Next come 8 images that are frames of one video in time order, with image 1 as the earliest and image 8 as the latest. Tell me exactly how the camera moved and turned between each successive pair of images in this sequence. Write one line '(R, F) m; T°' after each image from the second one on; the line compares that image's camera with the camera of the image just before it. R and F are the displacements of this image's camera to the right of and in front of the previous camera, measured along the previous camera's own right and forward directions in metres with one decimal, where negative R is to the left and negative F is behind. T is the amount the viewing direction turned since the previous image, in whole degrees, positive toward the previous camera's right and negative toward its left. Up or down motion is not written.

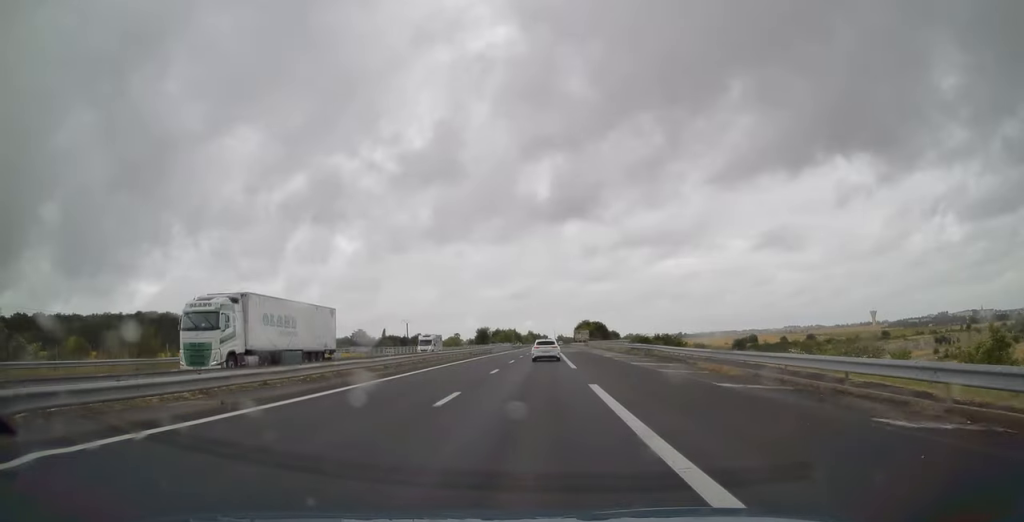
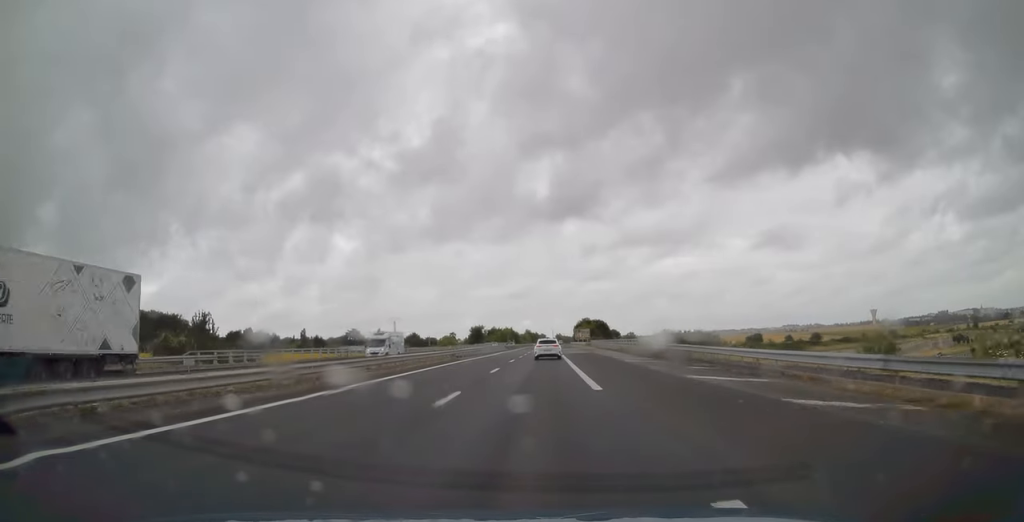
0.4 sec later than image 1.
(0.0, +12.9) m; 0°
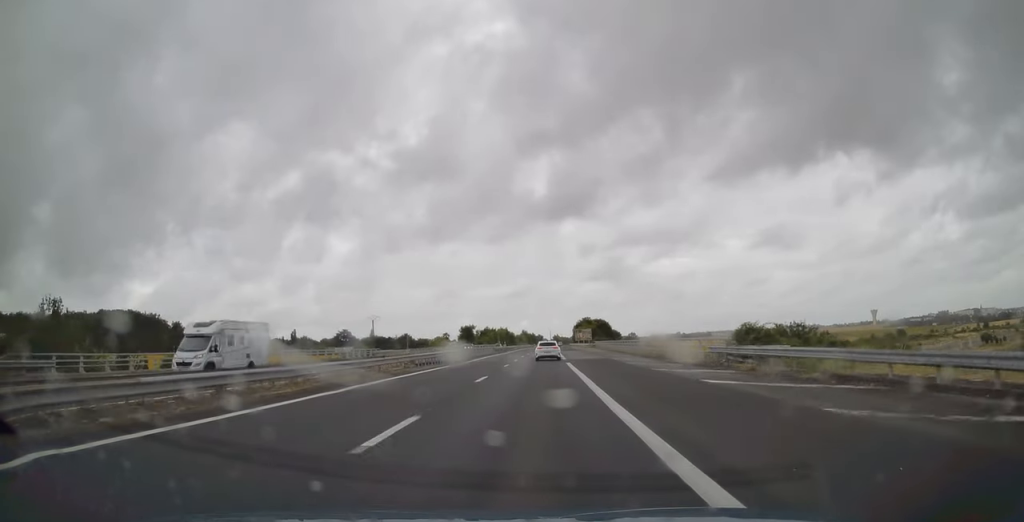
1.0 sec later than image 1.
(0.0, +18.3) m; 0°
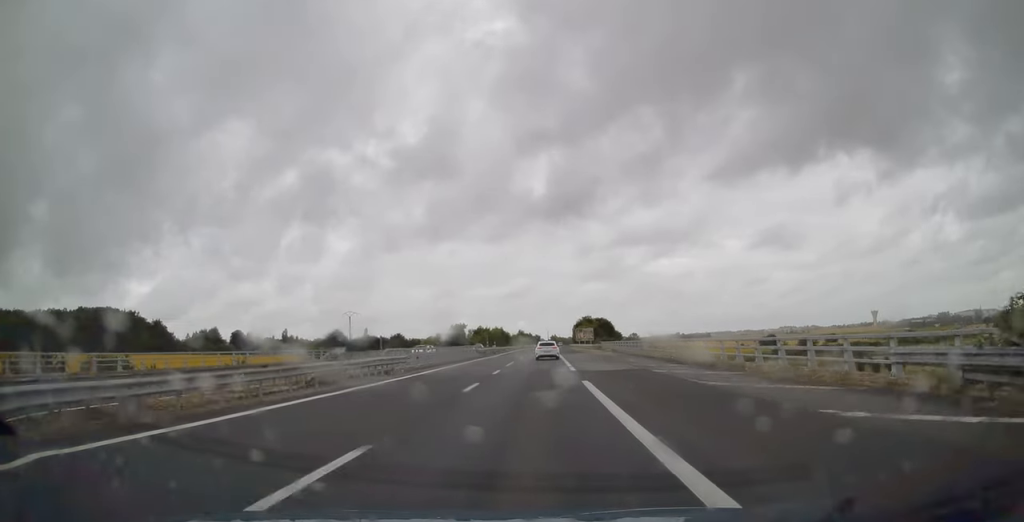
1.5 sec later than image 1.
(0.0, +16.2) m; 0°
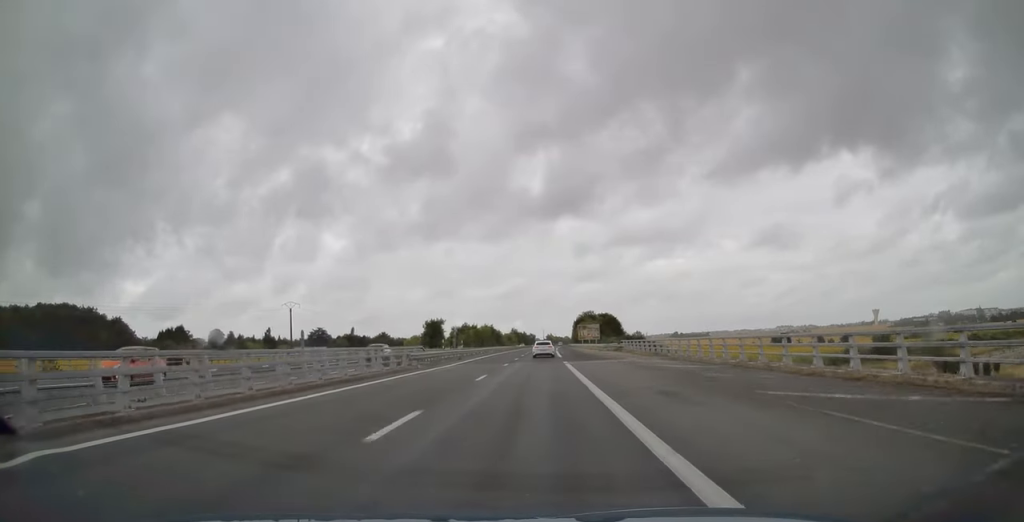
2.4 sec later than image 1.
(+0.1, +29.7) m; 0°
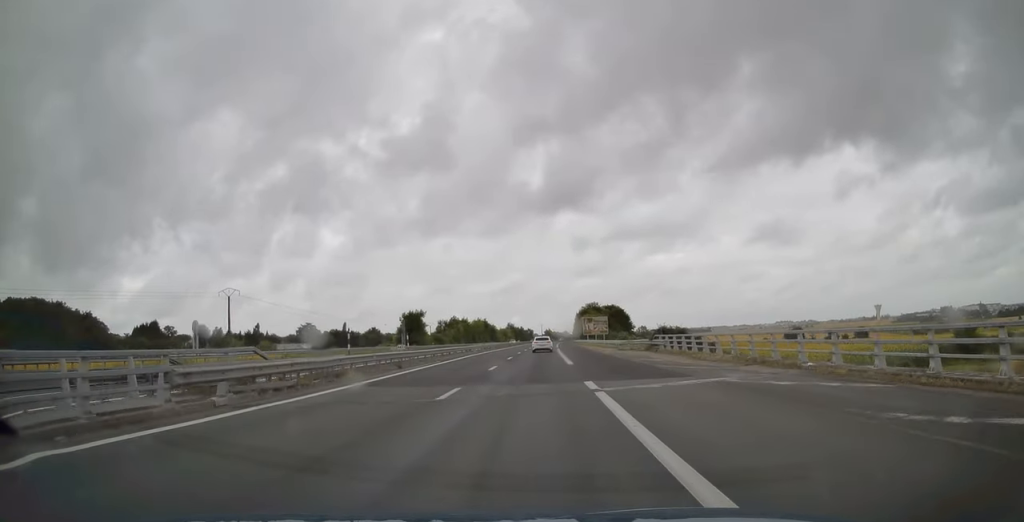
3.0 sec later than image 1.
(0.0, +21.0) m; 0°
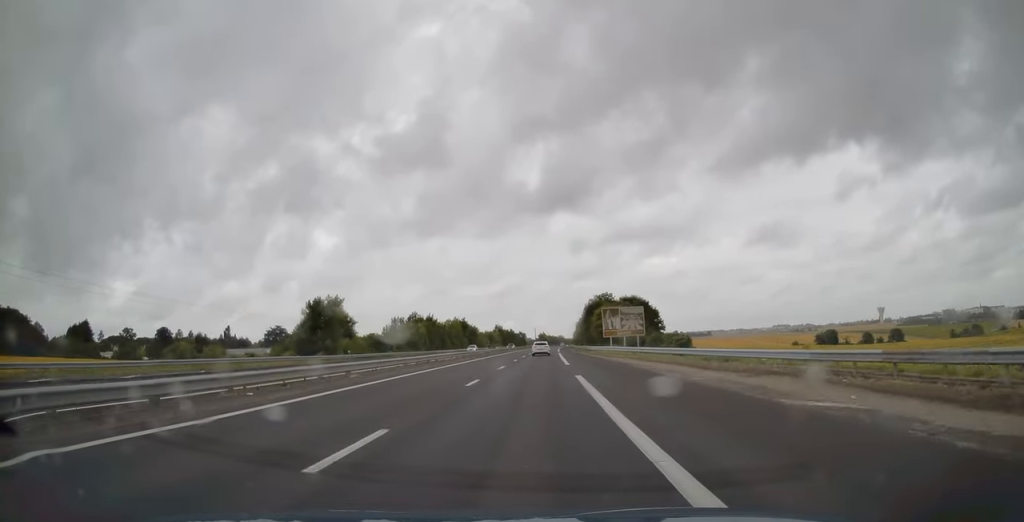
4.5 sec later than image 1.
(+0.2, +46.3) m; 0°
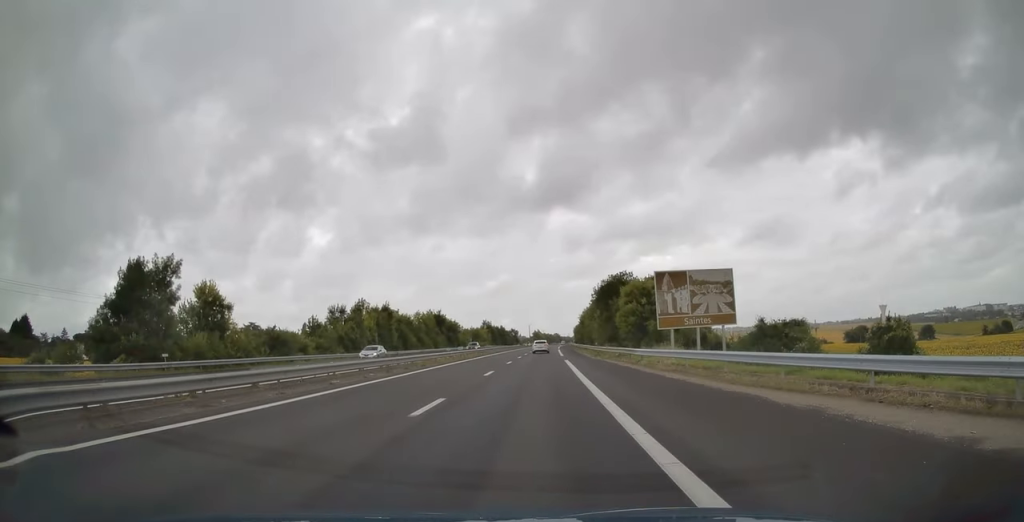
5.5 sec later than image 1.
(+0.1, +33.9) m; +1°
